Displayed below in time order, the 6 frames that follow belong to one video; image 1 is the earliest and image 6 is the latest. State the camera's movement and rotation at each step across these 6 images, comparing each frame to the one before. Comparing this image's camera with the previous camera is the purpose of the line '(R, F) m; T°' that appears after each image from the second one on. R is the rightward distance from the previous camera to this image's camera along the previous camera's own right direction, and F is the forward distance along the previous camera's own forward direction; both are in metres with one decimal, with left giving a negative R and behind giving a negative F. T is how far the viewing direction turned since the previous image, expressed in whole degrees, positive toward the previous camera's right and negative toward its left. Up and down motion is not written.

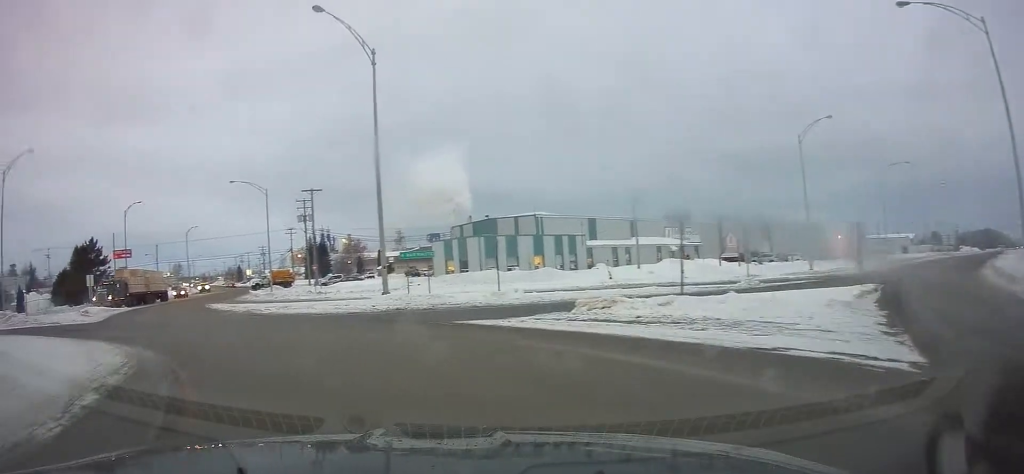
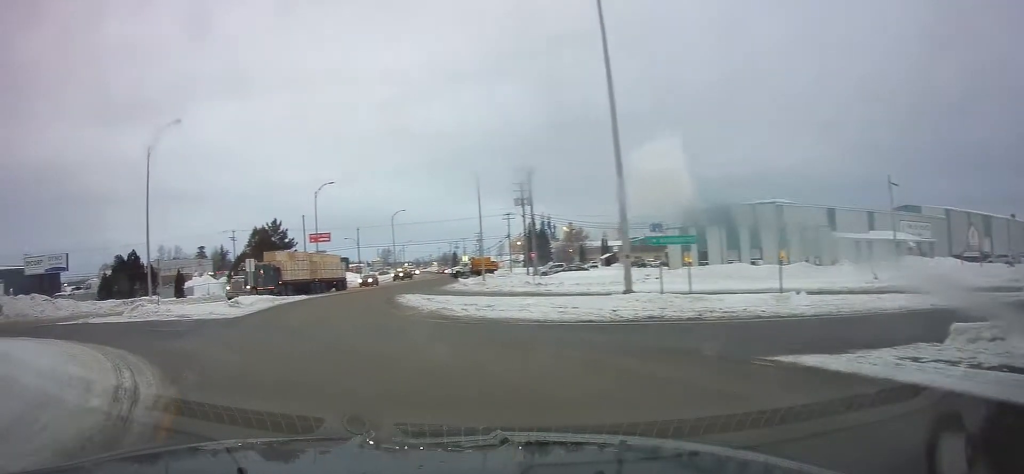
(-1.1, +7.2) m; -21°
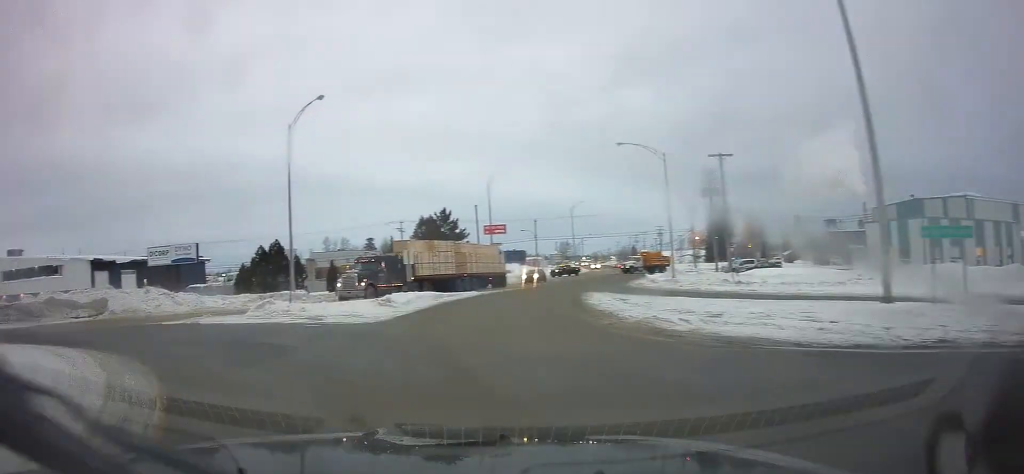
(-0.8, +5.0) m; -16°
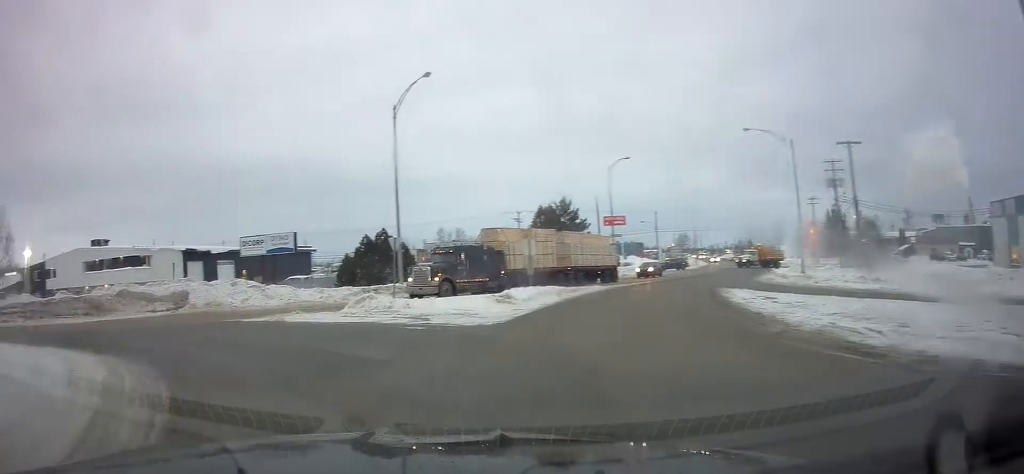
(-0.3, +3.5) m; -10°
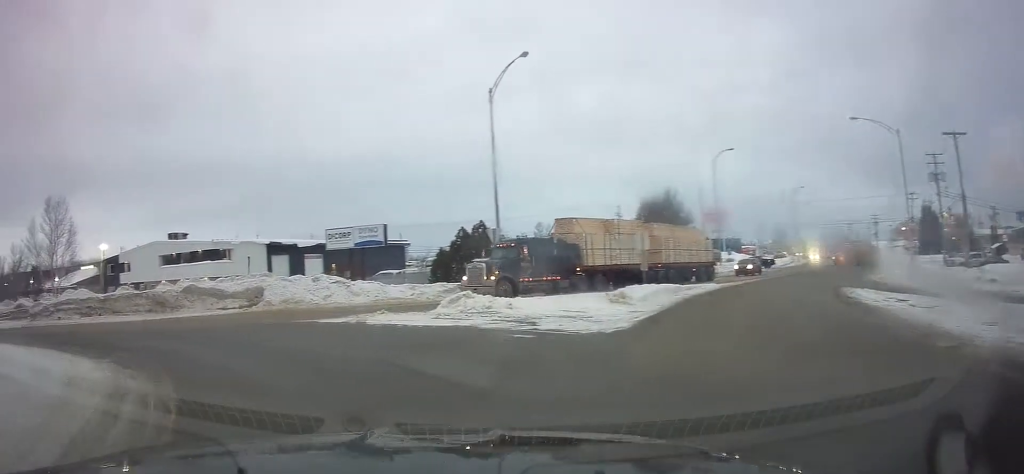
(-0.2, +2.7) m; -8°
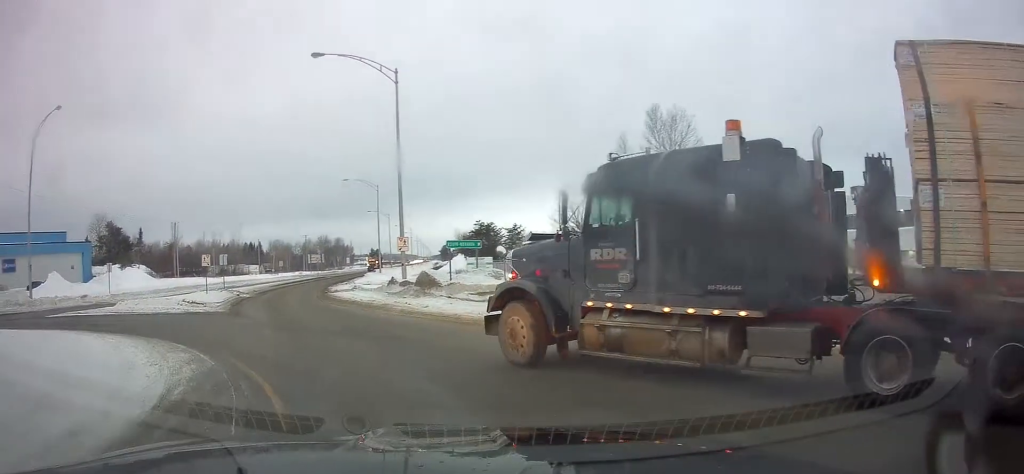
(-9.6, +14.9) m; -61°
